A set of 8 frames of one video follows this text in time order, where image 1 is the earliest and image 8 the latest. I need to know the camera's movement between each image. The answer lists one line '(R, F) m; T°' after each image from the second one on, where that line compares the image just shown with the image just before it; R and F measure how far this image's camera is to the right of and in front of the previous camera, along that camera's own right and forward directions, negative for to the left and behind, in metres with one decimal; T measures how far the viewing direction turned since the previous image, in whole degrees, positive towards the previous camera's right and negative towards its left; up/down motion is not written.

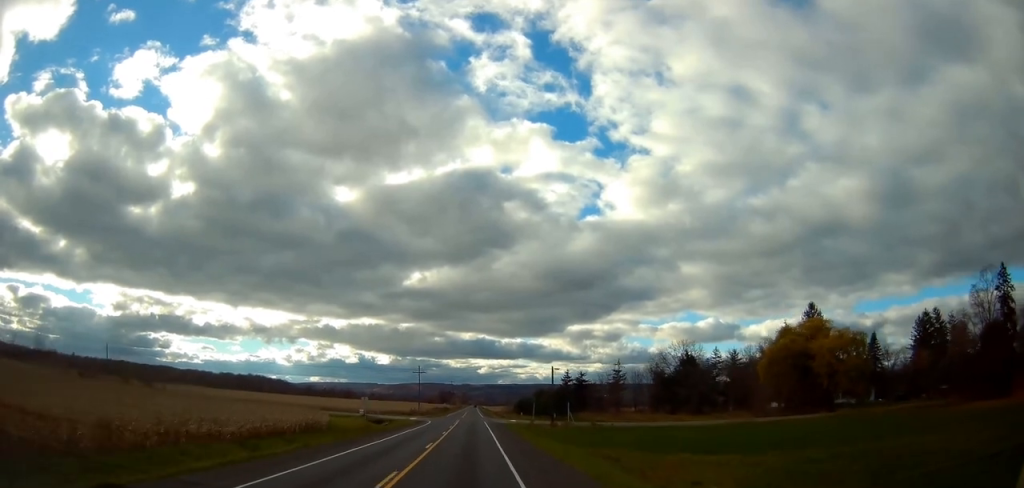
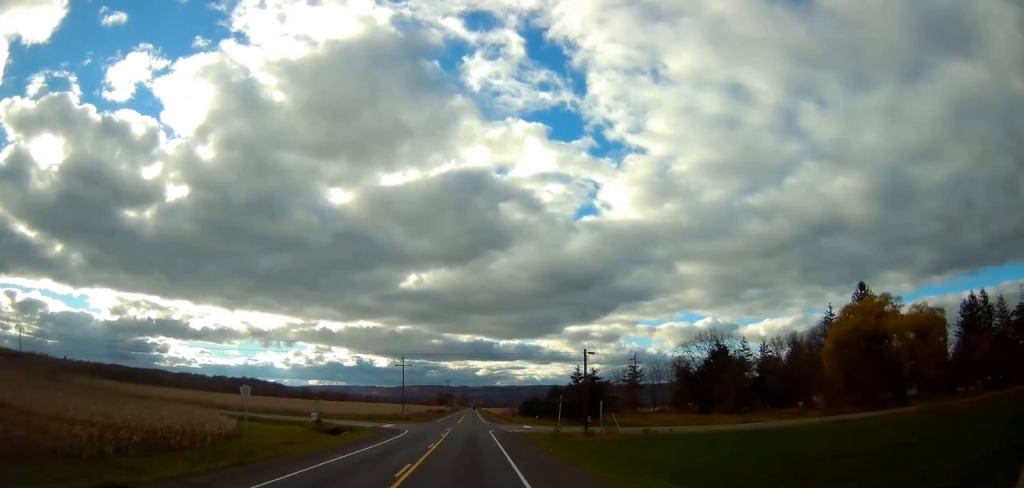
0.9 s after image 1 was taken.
(0.0, +22.3) m; 0°
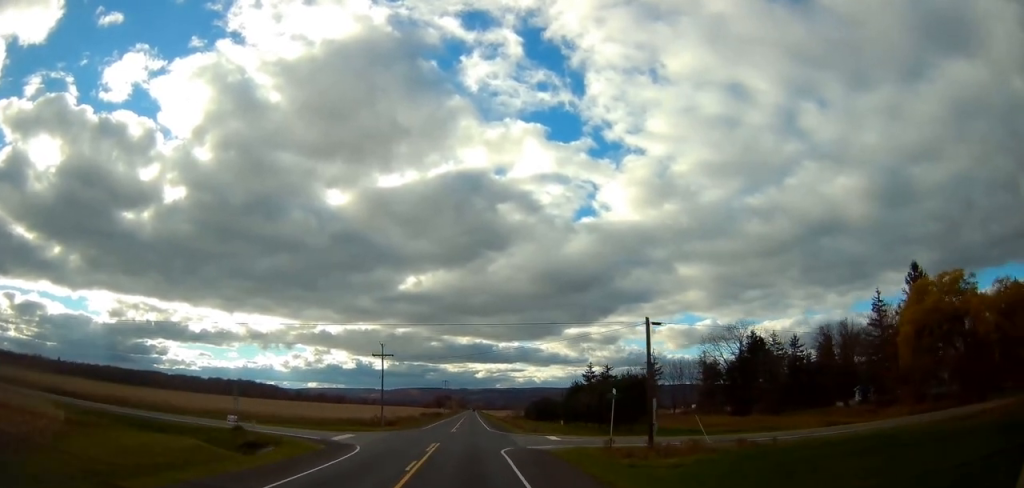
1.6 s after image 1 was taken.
(+0.1, +18.8) m; 0°
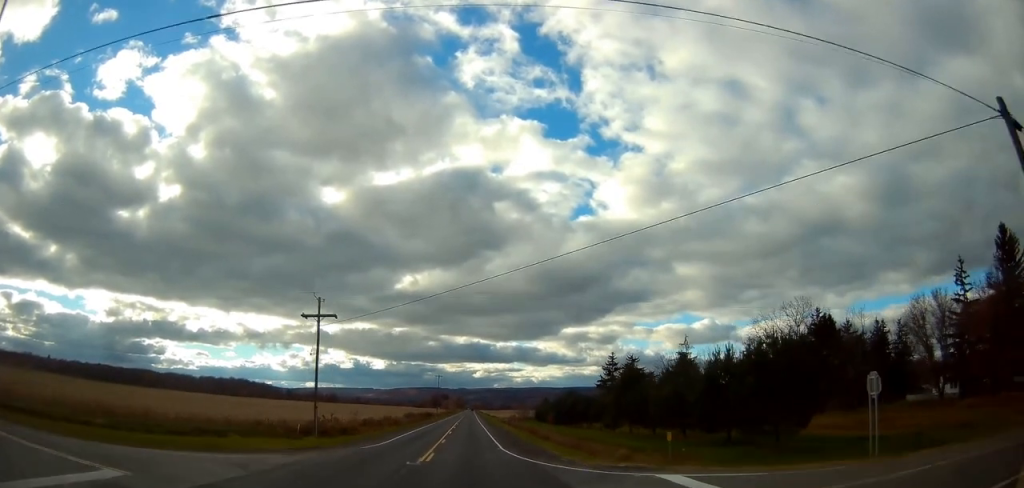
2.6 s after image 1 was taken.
(+0.1, +26.5) m; +1°
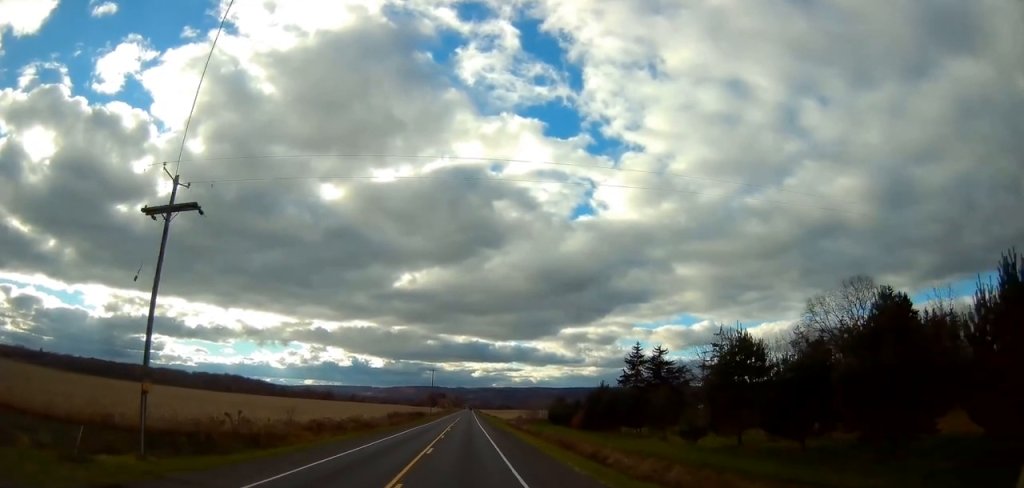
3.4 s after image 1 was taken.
(+0.1, +20.5) m; 0°
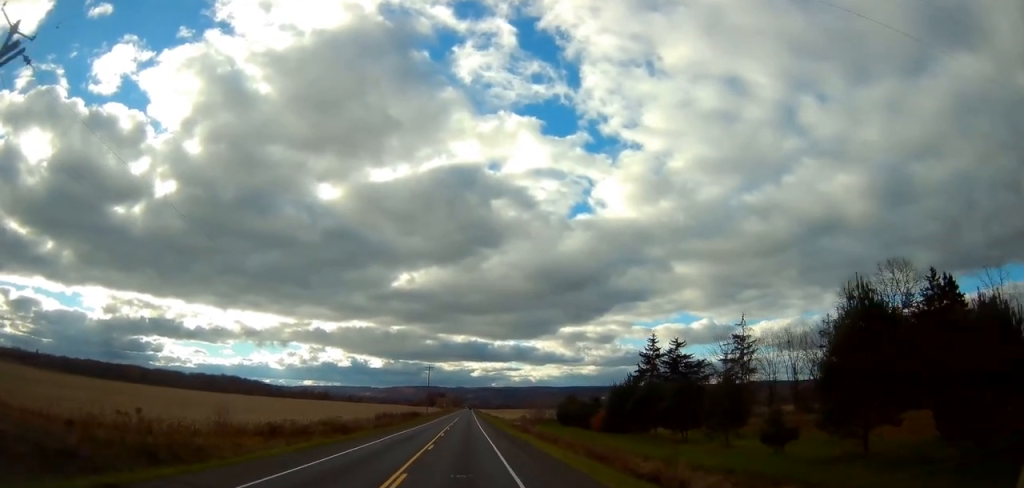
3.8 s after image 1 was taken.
(+0.1, +10.3) m; 0°
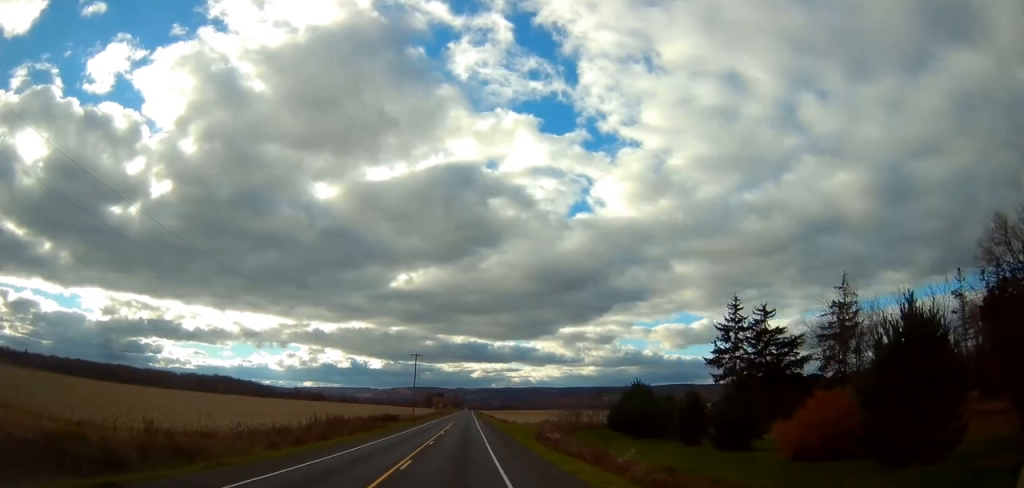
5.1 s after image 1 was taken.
(0.0, +32.5) m; -1°
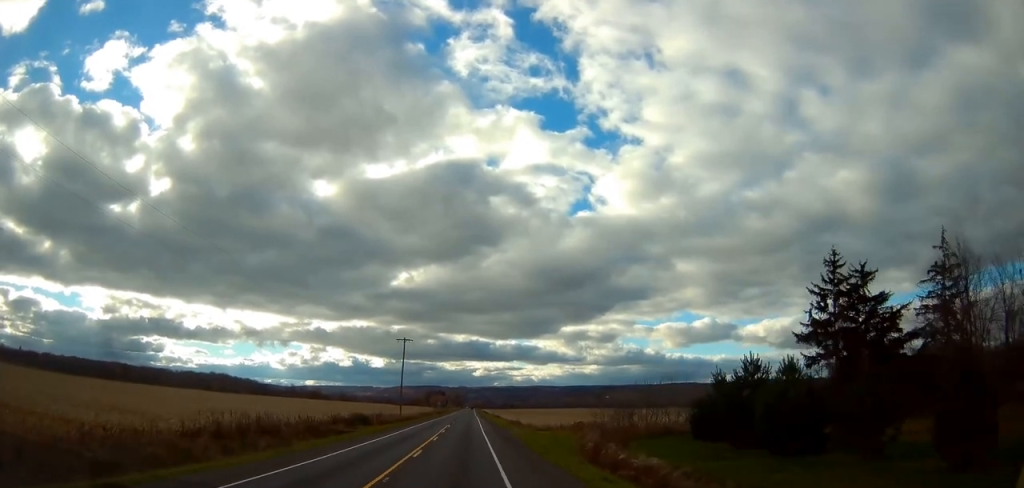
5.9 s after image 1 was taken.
(-0.4, +20.7) m; 0°
